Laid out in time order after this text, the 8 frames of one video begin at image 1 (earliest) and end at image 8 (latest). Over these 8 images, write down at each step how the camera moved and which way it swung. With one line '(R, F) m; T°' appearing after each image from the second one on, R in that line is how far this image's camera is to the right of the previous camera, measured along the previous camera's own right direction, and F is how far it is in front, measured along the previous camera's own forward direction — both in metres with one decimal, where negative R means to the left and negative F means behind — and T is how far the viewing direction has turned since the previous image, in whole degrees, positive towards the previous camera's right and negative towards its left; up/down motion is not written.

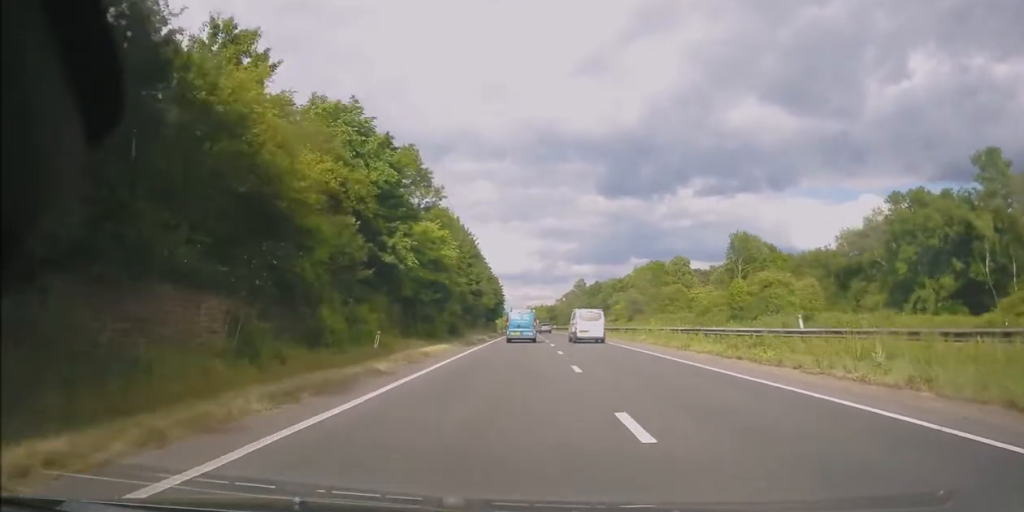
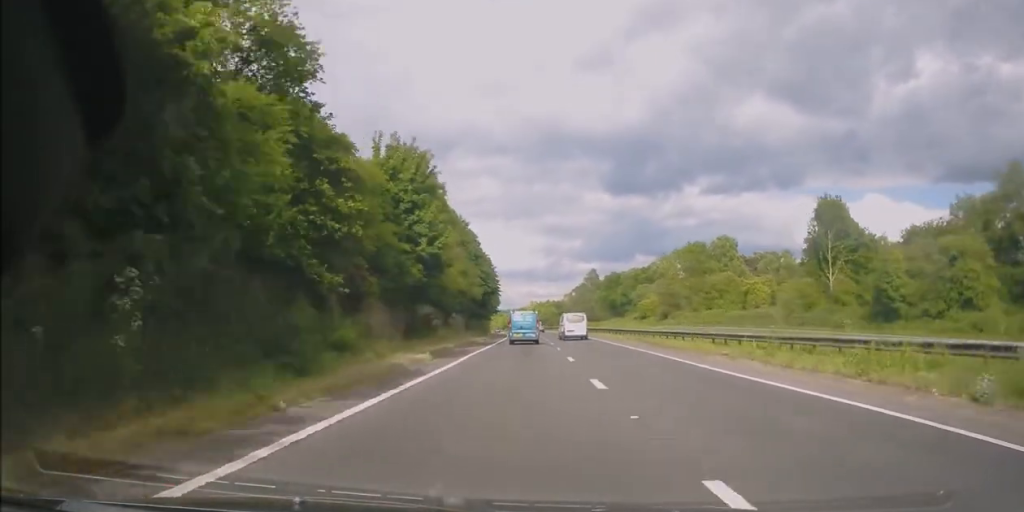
(-0.5, +30.4) m; -1°
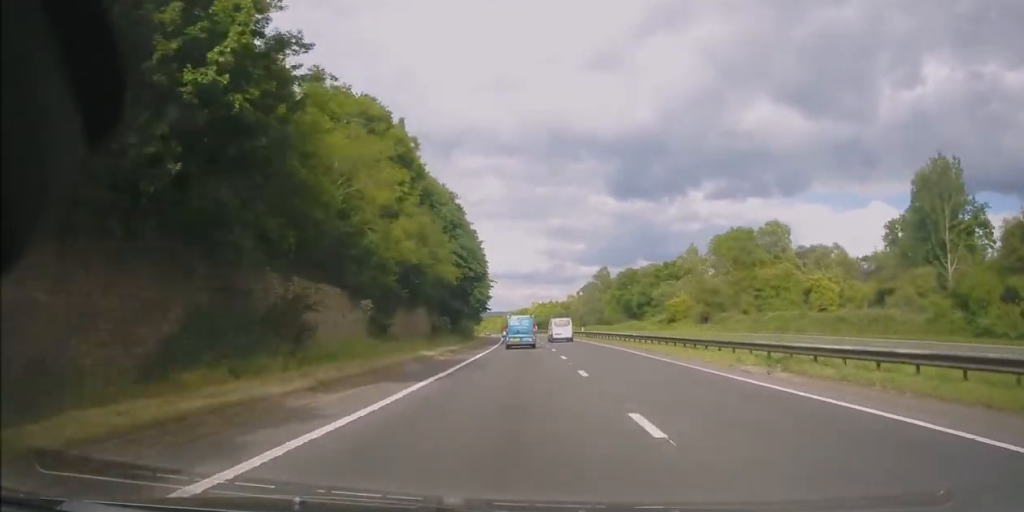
(+0.1, +22.5) m; 0°
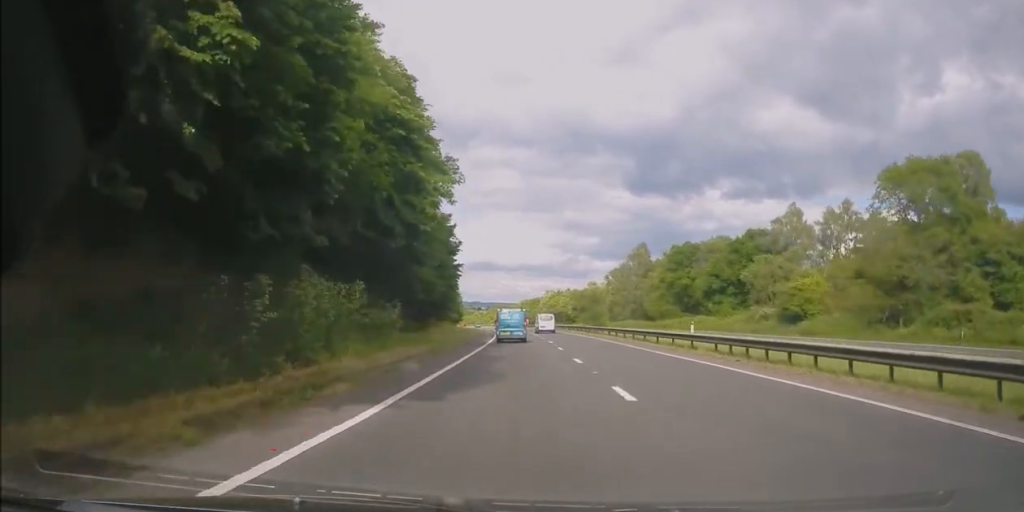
(-0.5, +41.9) m; -1°
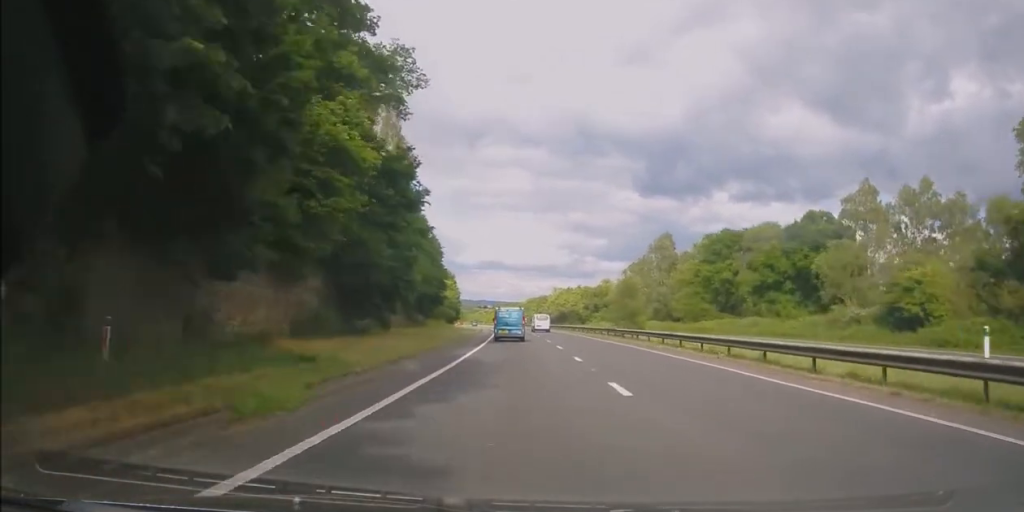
(+0.1, +17.3) m; 0°
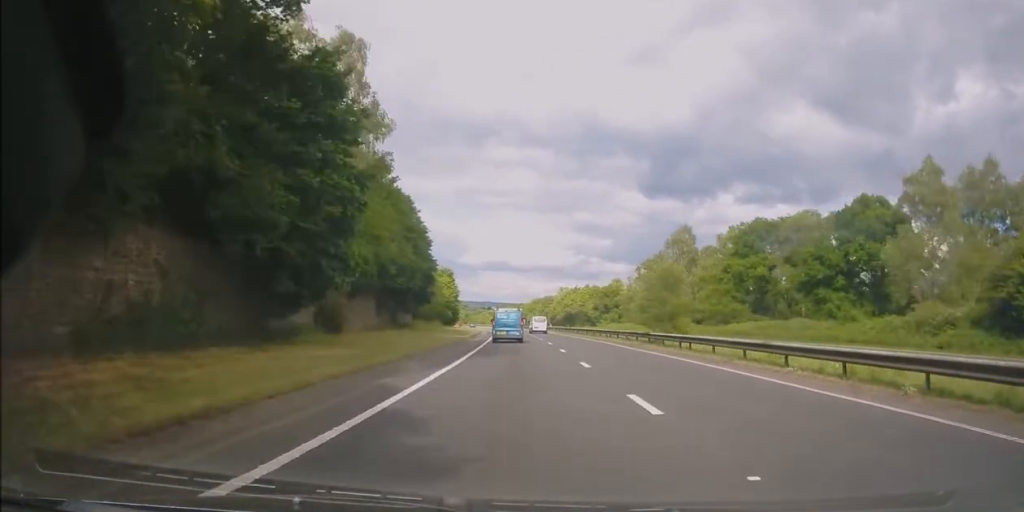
(0.0, +11.1) m; 0°
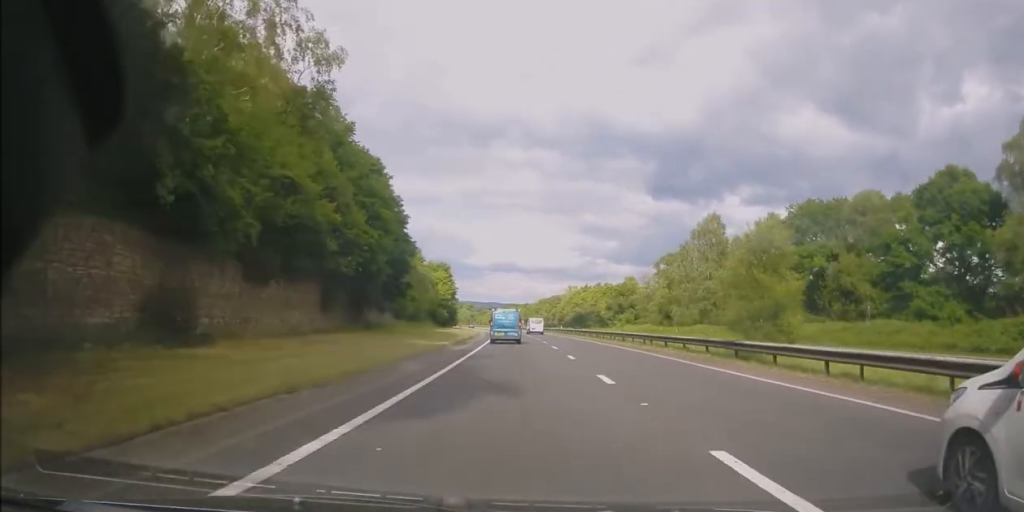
(0.0, +13.5) m; -1°
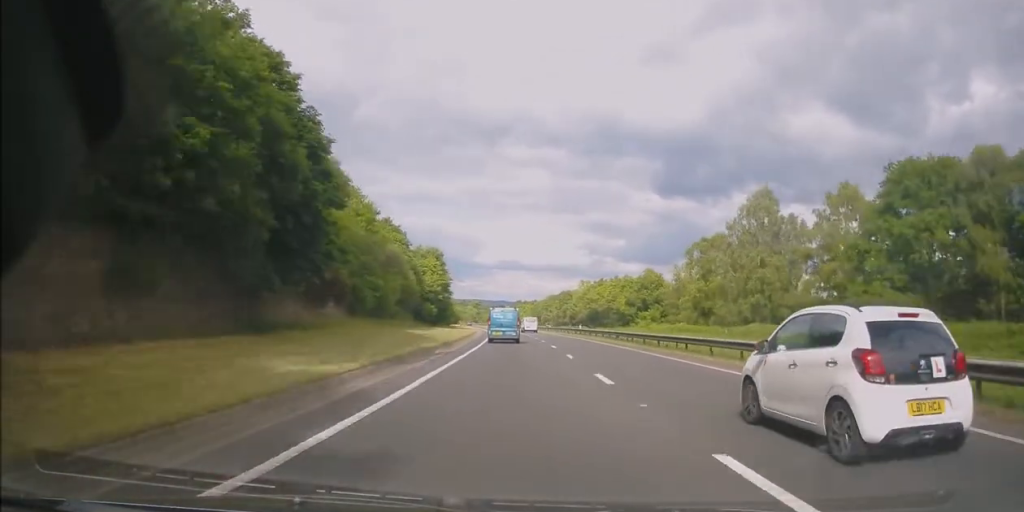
(-0.1, +18.3) m; -2°
